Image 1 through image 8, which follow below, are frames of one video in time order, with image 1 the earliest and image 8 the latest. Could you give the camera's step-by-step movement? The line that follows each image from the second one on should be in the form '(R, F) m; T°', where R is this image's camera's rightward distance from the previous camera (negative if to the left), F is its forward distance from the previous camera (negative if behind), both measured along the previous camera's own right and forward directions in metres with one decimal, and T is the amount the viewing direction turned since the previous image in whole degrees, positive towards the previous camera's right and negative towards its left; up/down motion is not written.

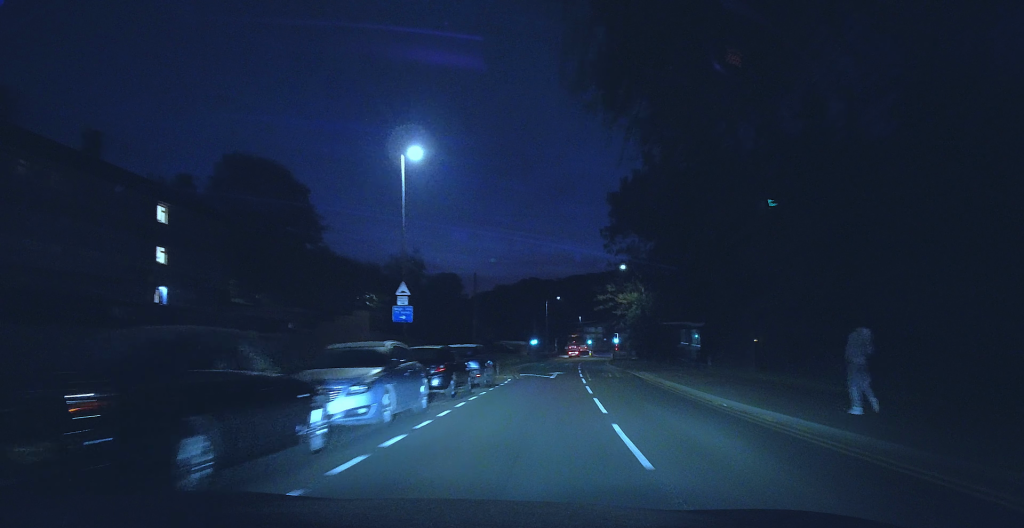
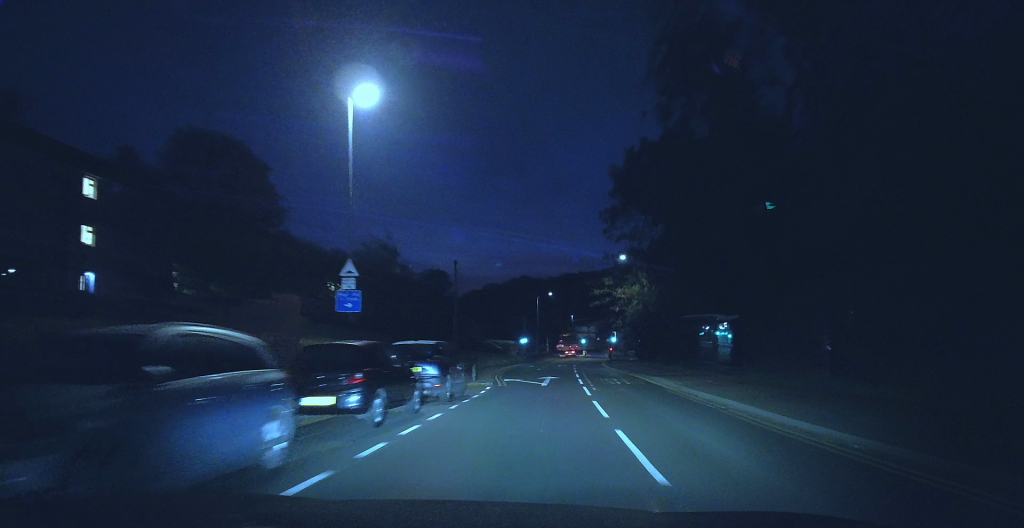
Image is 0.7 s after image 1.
(+0.1, +6.9) m; -1°
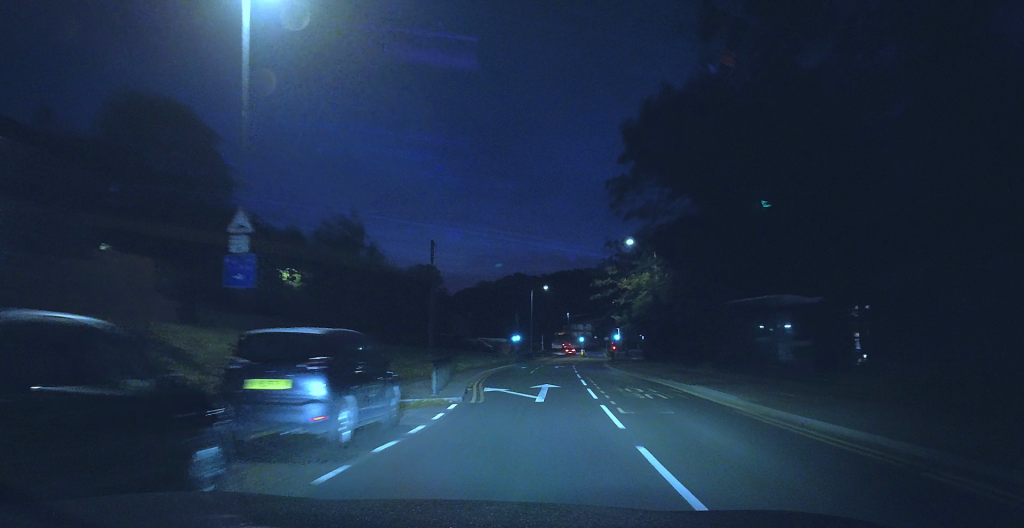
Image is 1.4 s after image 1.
(-0.3, +7.8) m; -2°
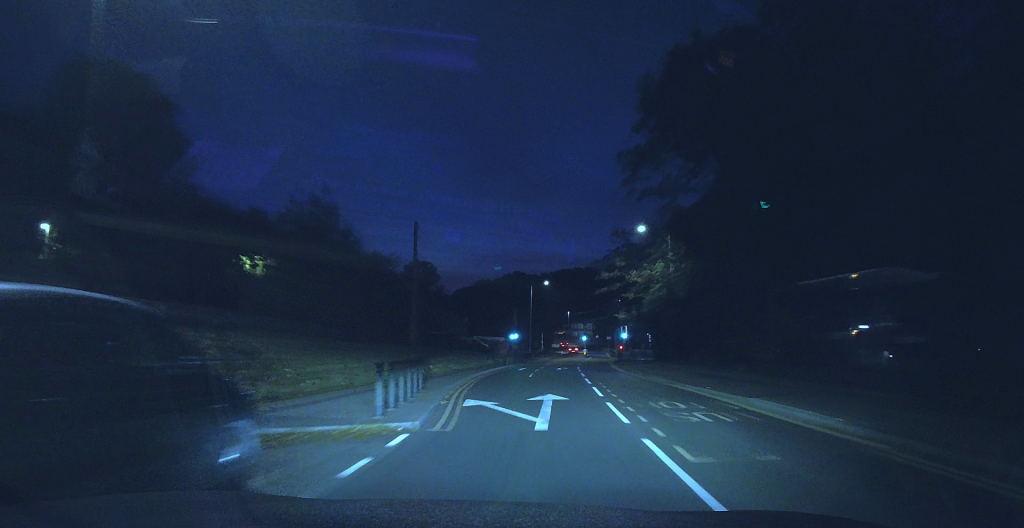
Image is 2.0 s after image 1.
(0.0, +5.7) m; 0°
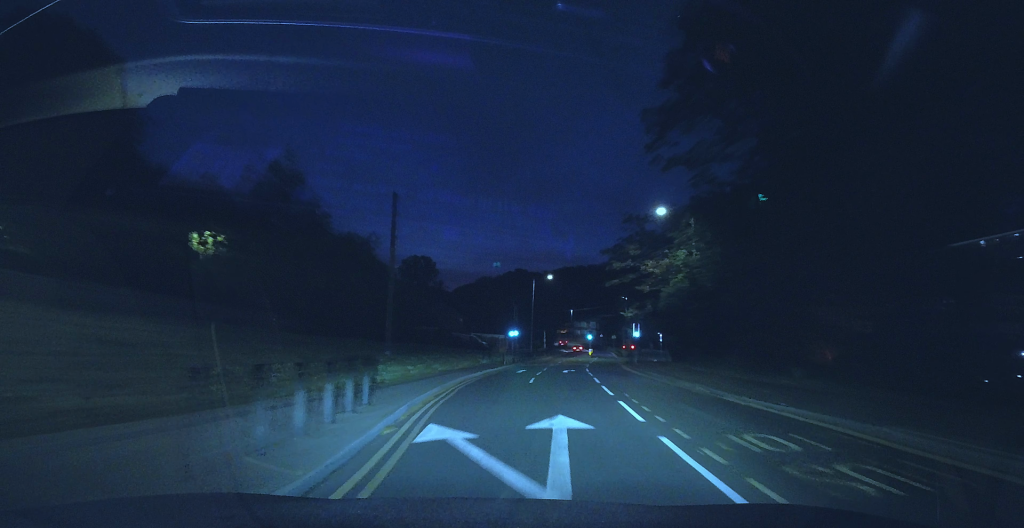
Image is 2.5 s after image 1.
(0.0, +6.3) m; 0°
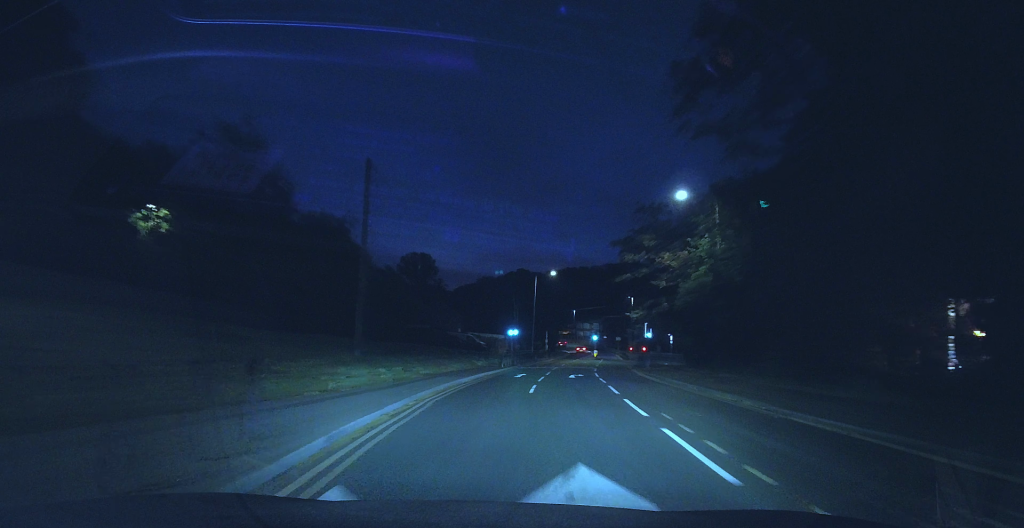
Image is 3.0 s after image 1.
(0.0, +4.9) m; 0°
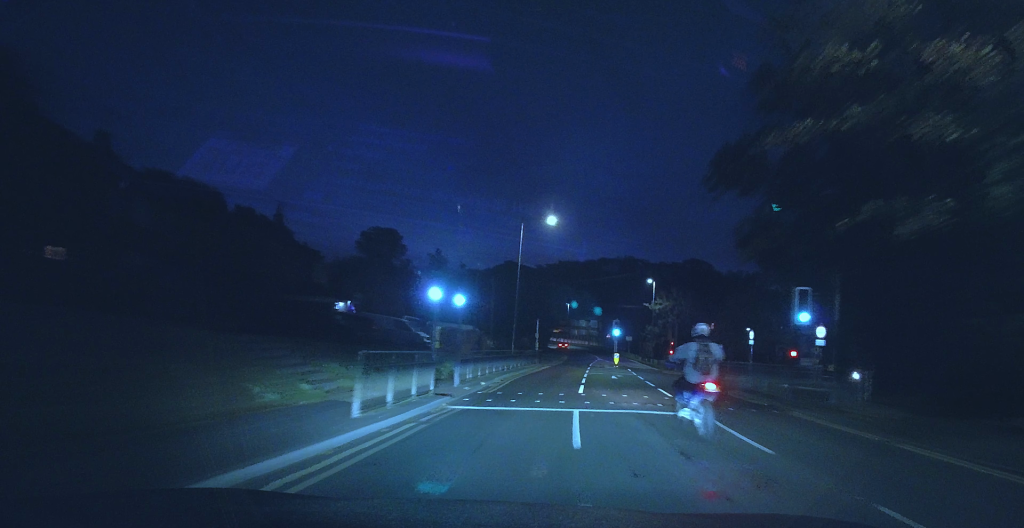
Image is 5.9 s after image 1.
(+1.6, +31.7) m; +5°
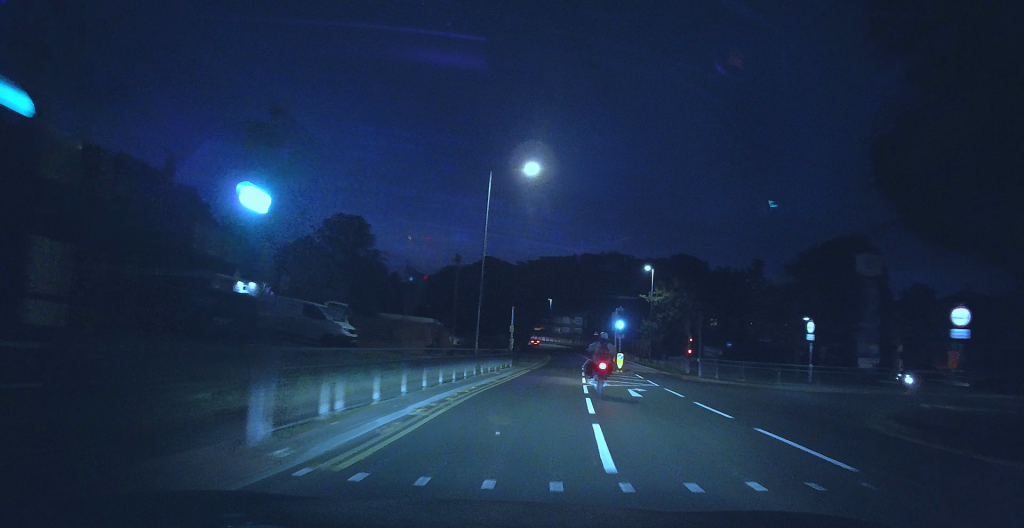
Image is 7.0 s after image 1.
(0.0, +12.4) m; 0°
